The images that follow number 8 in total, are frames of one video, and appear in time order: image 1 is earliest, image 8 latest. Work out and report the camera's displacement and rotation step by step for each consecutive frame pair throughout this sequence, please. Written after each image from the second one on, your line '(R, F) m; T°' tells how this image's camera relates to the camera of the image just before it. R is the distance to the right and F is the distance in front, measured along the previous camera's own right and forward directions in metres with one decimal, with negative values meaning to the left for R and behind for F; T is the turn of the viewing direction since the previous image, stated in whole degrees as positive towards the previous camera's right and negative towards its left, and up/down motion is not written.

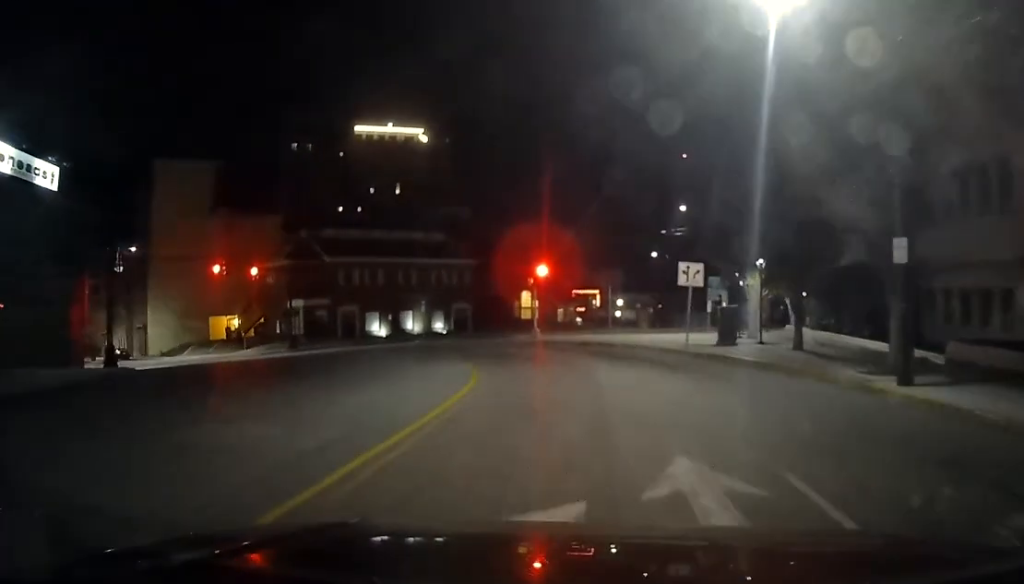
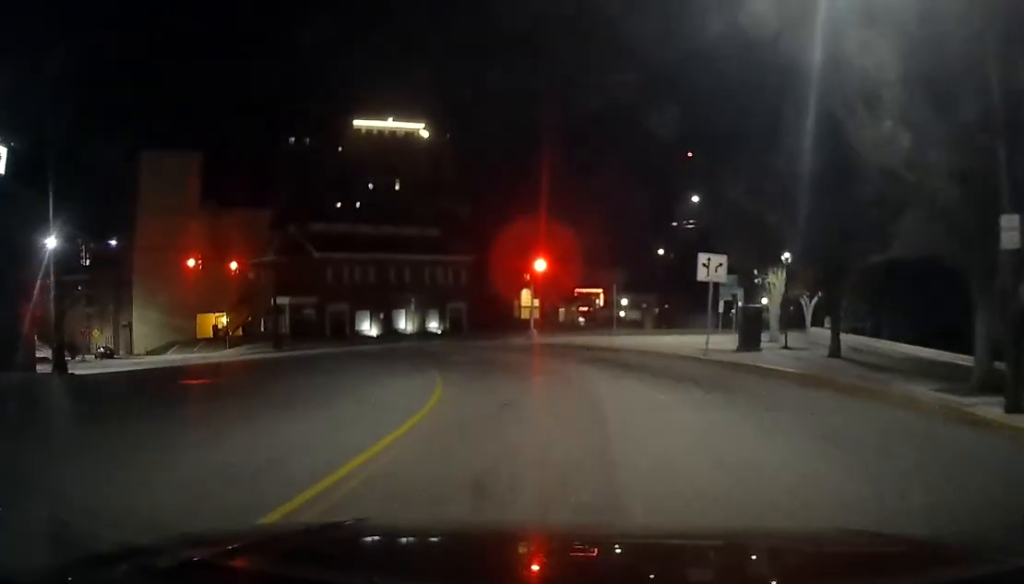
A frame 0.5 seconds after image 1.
(+0.2, +3.7) m; -1°
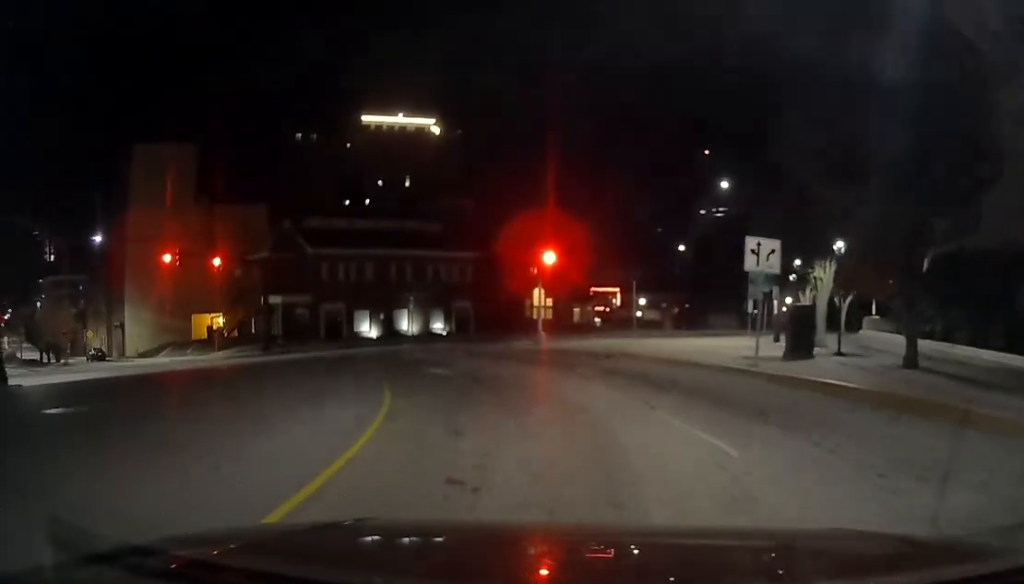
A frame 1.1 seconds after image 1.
(-0.4, +4.1) m; -3°
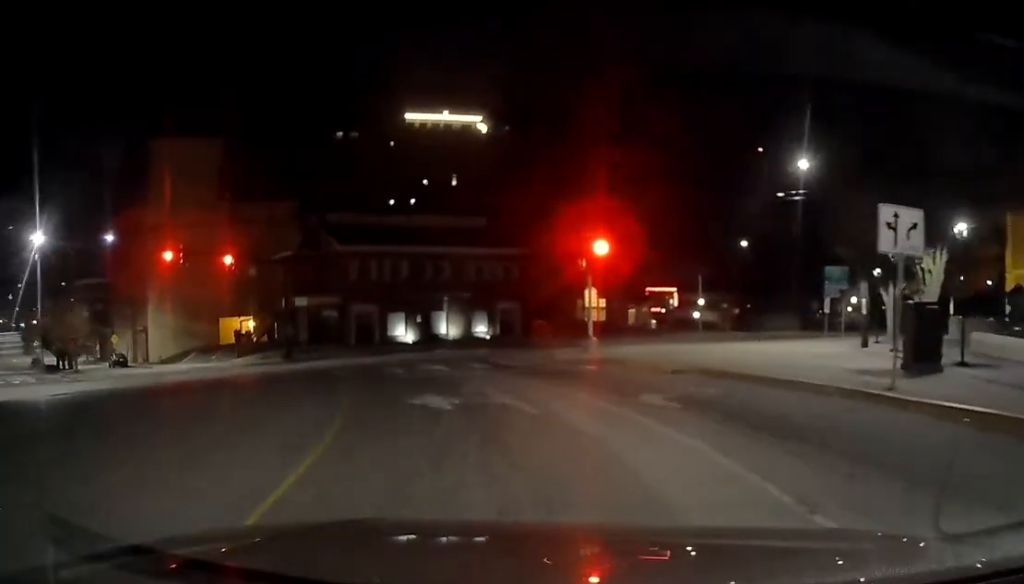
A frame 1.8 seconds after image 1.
(-0.1, +4.6) m; -5°
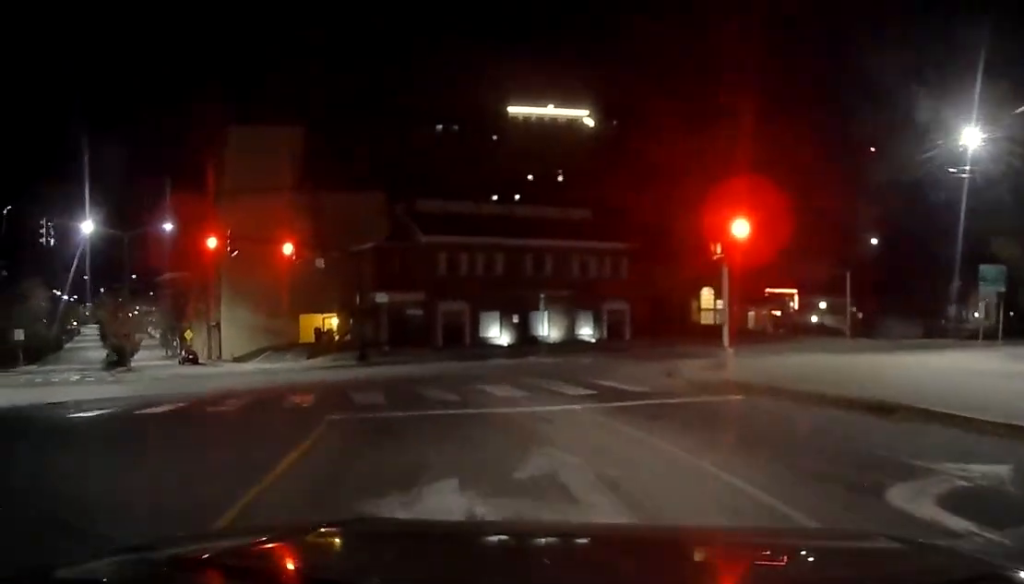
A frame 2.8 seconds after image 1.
(-0.3, +5.1) m; -11°
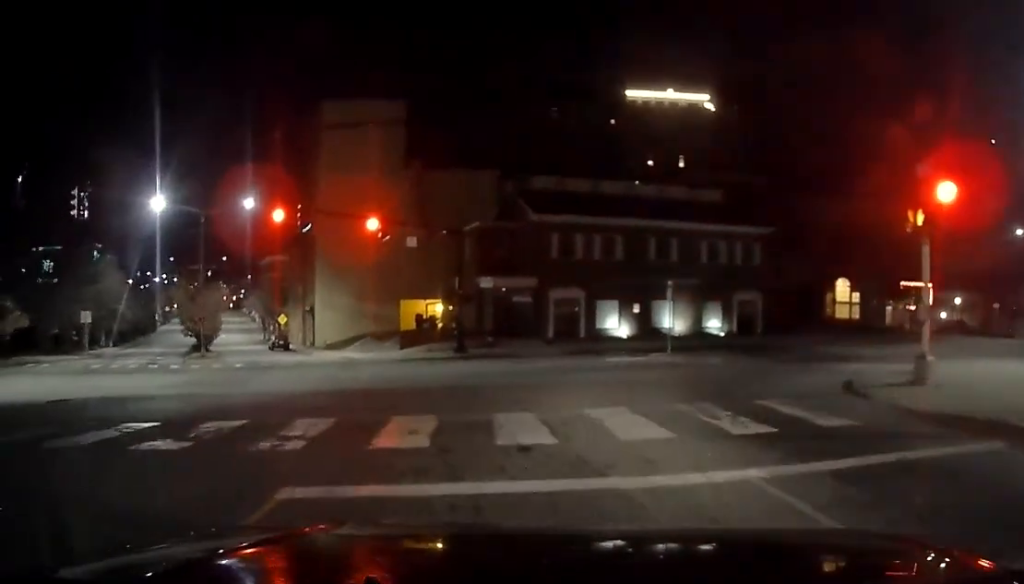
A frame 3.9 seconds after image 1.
(-0.6, +3.8) m; -16°
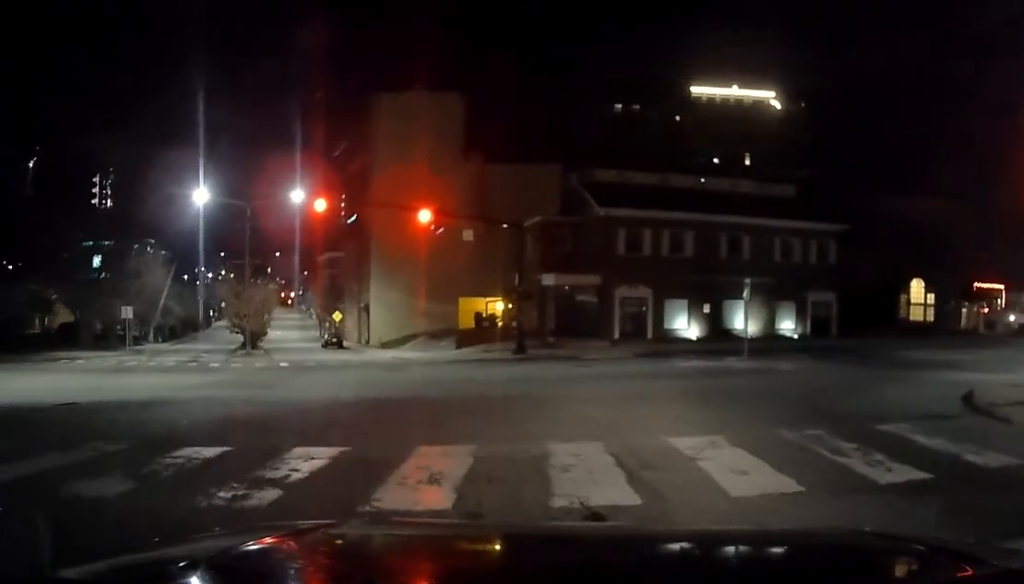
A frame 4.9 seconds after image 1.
(-0.1, +1.5) m; -5°
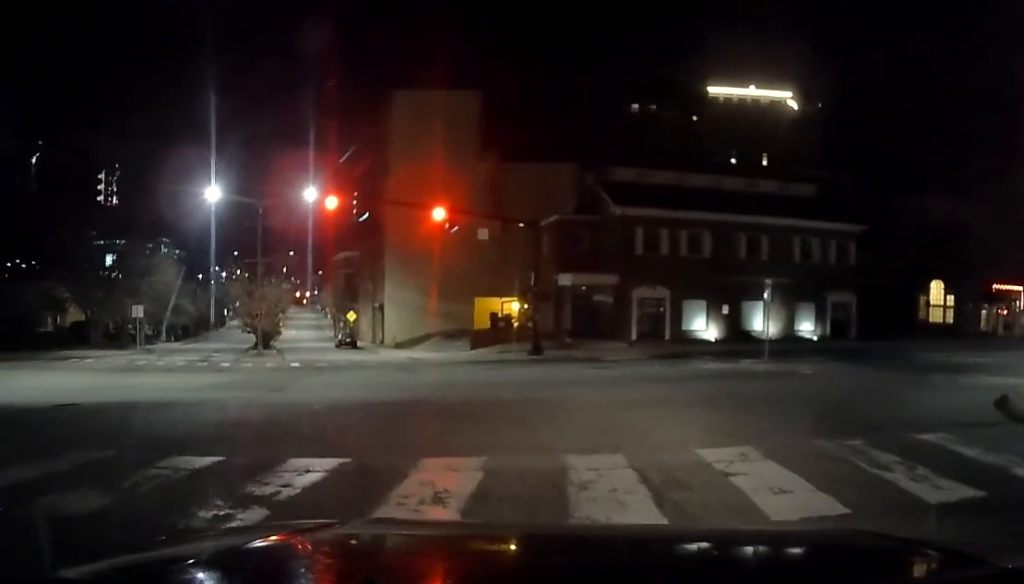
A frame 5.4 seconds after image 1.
(0.0, +0.4) m; 0°
